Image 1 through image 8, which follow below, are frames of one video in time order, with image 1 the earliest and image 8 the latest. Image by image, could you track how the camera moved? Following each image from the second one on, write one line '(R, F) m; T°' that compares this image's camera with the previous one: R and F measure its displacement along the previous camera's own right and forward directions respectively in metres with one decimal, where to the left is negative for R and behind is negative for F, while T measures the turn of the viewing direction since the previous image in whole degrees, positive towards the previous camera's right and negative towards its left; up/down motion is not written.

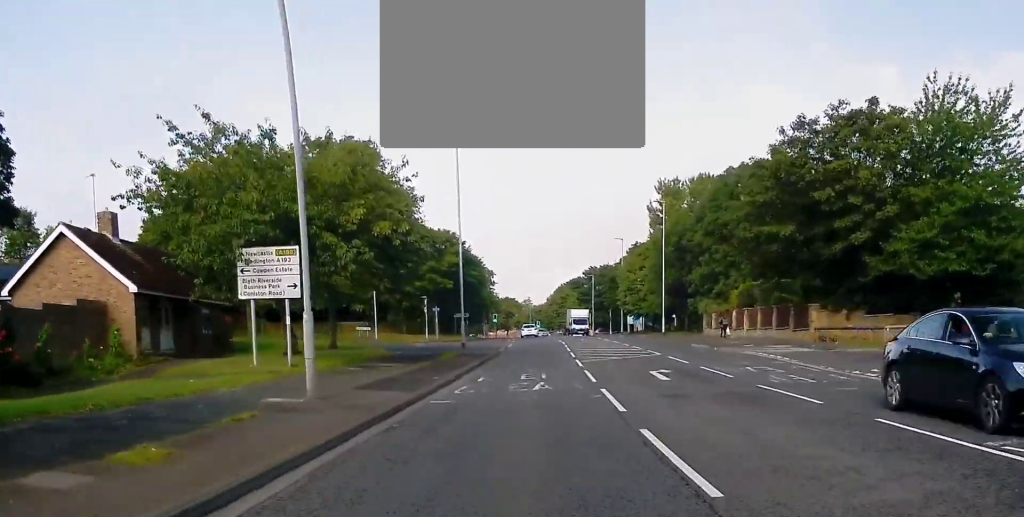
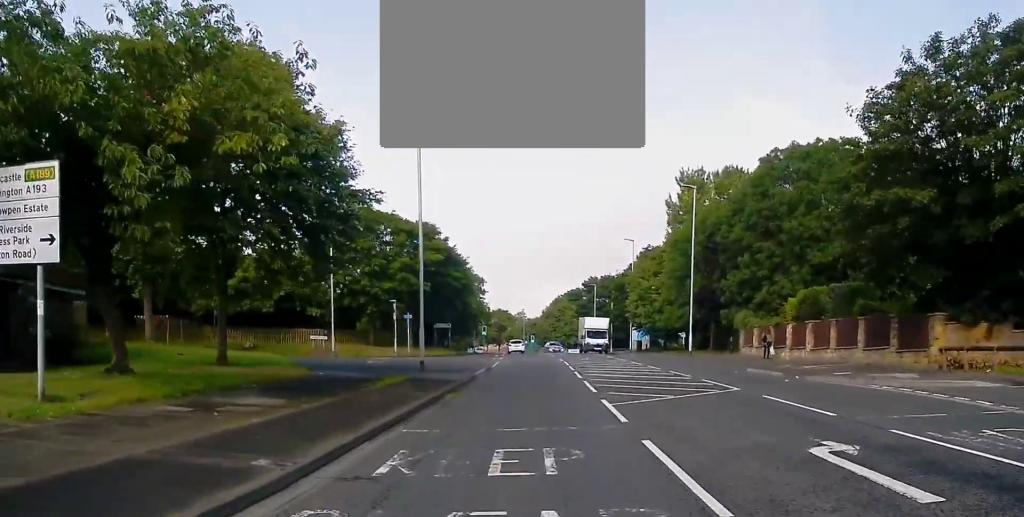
(0.0, +12.9) m; 0°
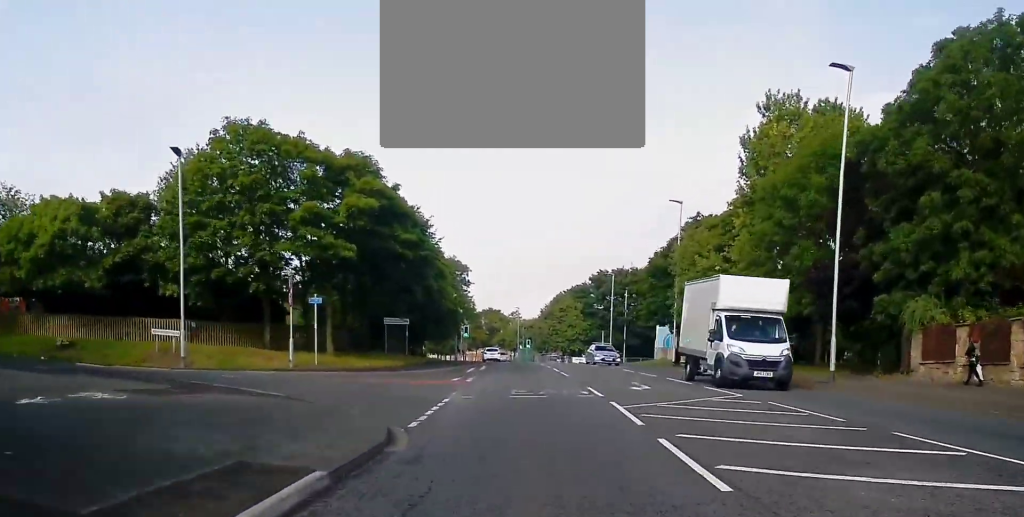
(+0.1, +23.9) m; 0°
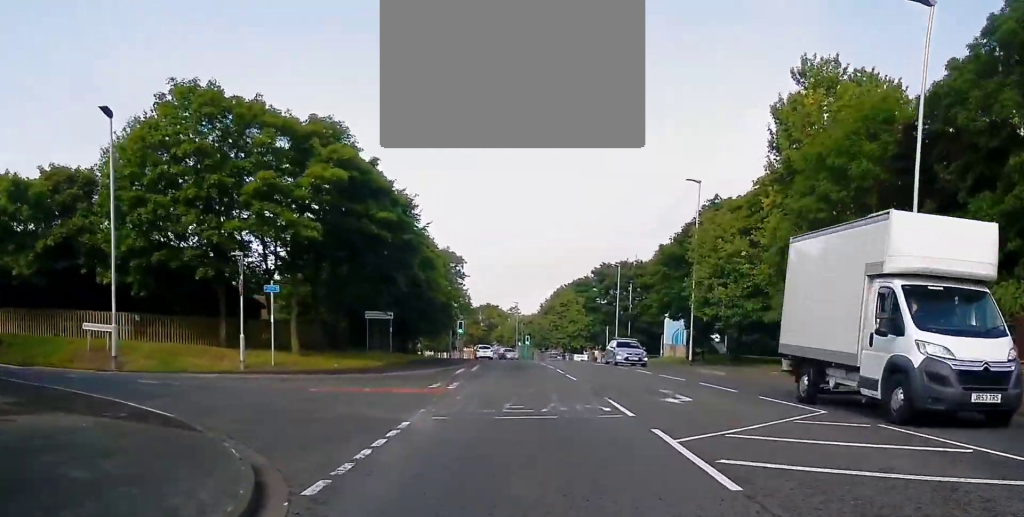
(-0.2, +5.7) m; 0°
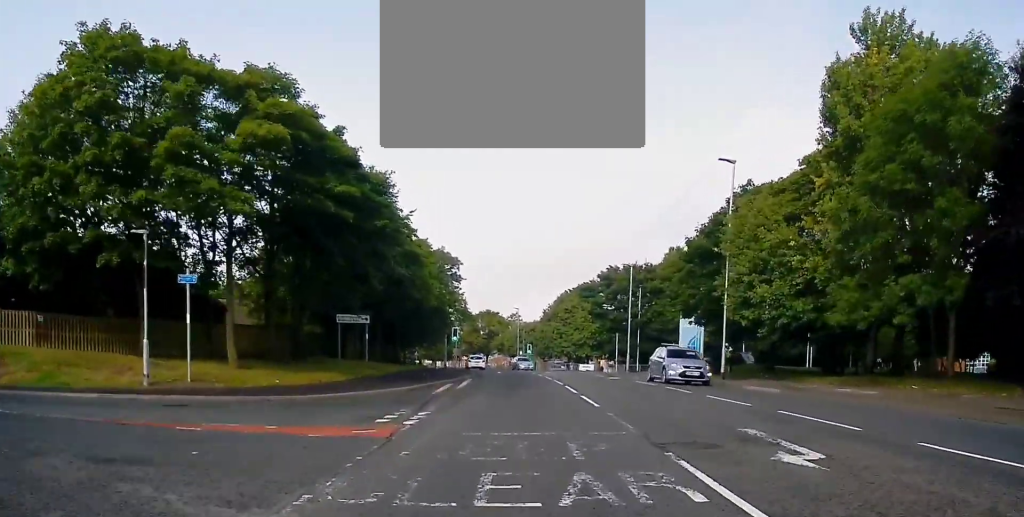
(+0.1, +7.1) m; 0°
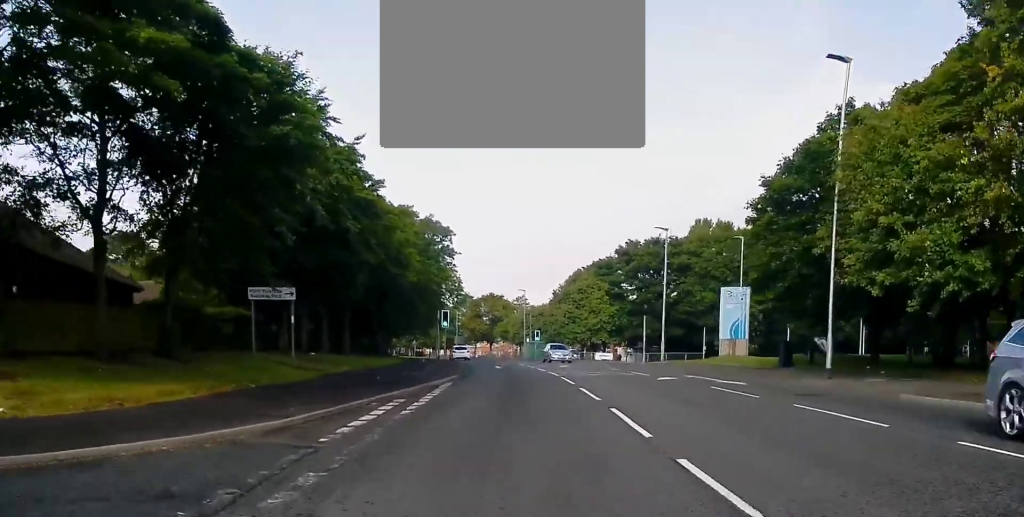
(+0.1, +13.0) m; 0°
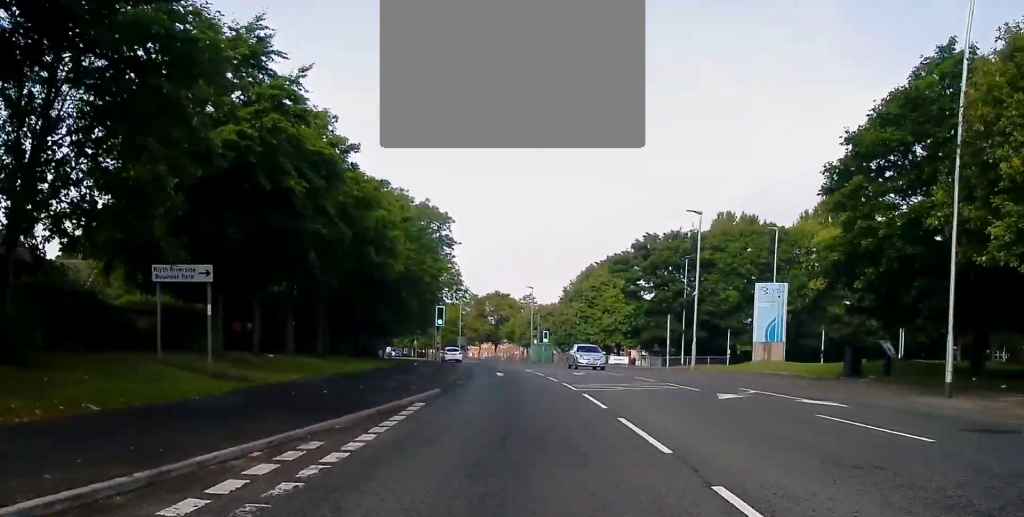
(-0.3, +7.4) m; 0°
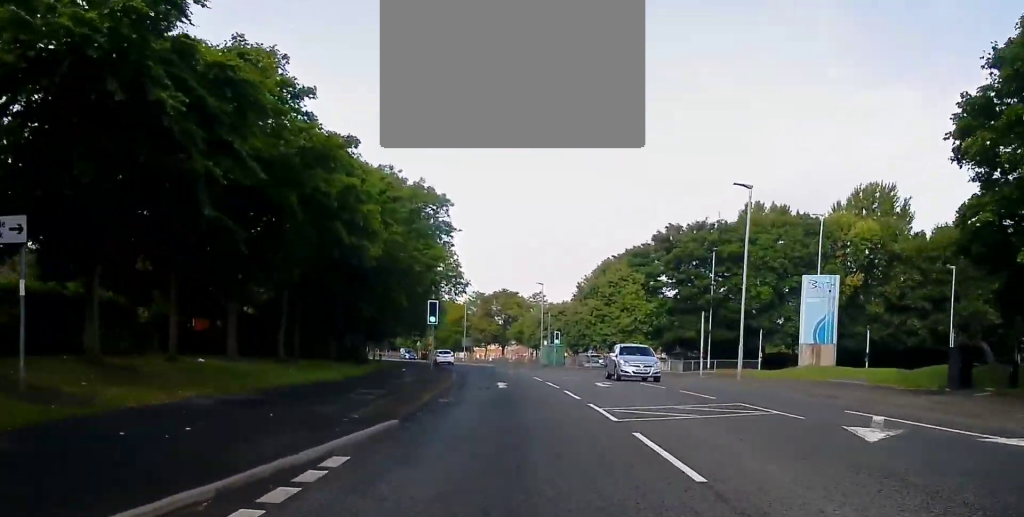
(+0.4, +7.7) m; -2°
